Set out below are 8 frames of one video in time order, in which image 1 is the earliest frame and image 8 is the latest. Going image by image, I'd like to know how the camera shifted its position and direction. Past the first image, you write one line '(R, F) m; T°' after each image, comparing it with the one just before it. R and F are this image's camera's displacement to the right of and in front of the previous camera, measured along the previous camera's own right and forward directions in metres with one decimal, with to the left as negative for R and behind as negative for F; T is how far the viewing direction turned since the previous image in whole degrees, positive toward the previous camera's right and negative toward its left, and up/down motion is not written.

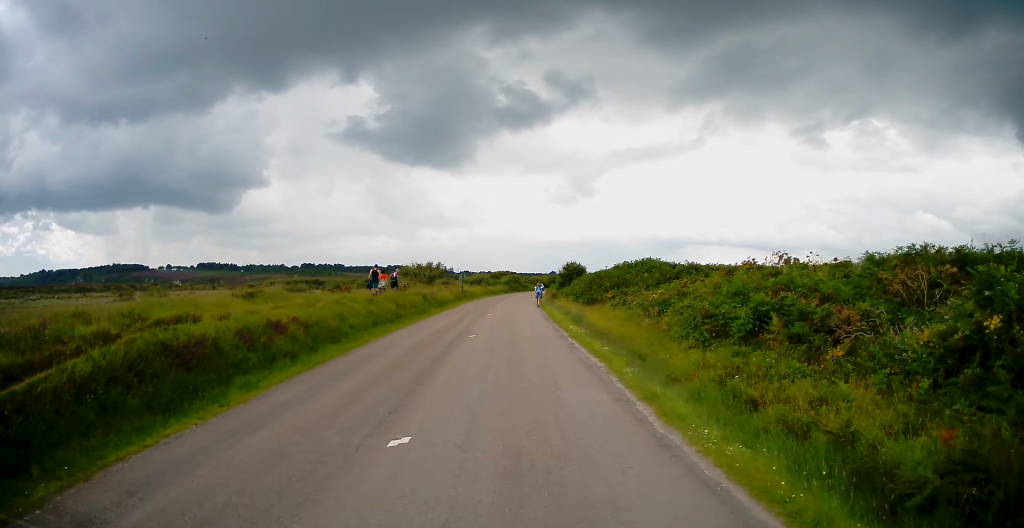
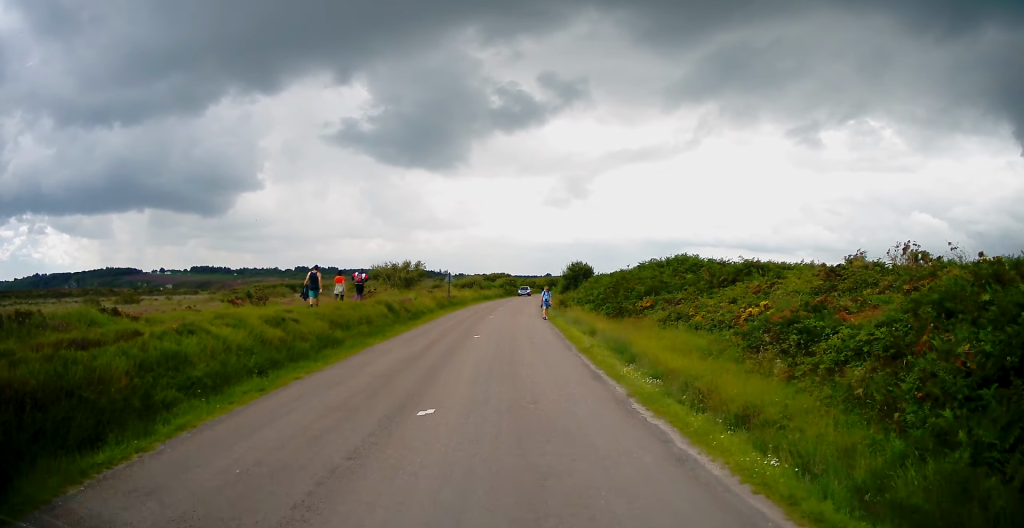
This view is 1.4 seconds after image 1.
(+0.5, +10.8) m; +3°
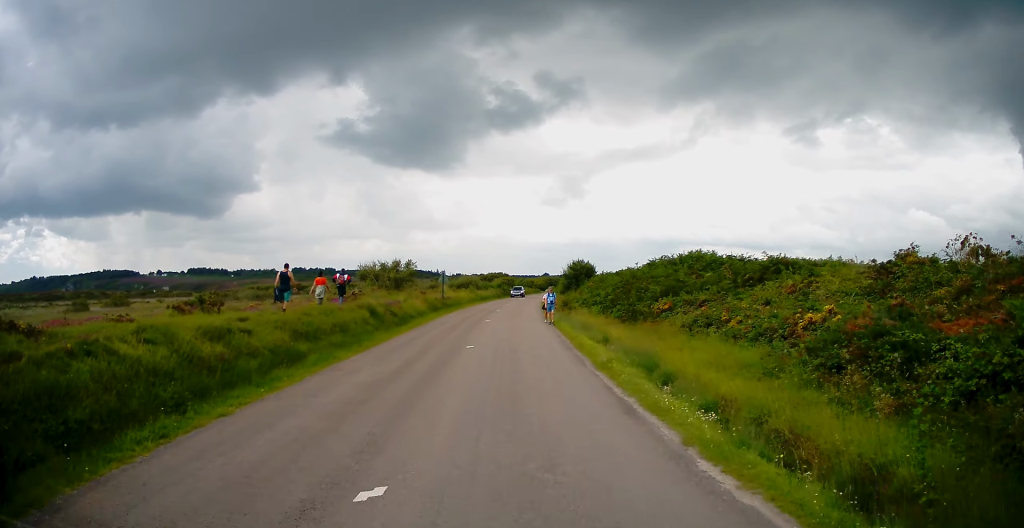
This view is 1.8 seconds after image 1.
(0.0, +3.5) m; 0°
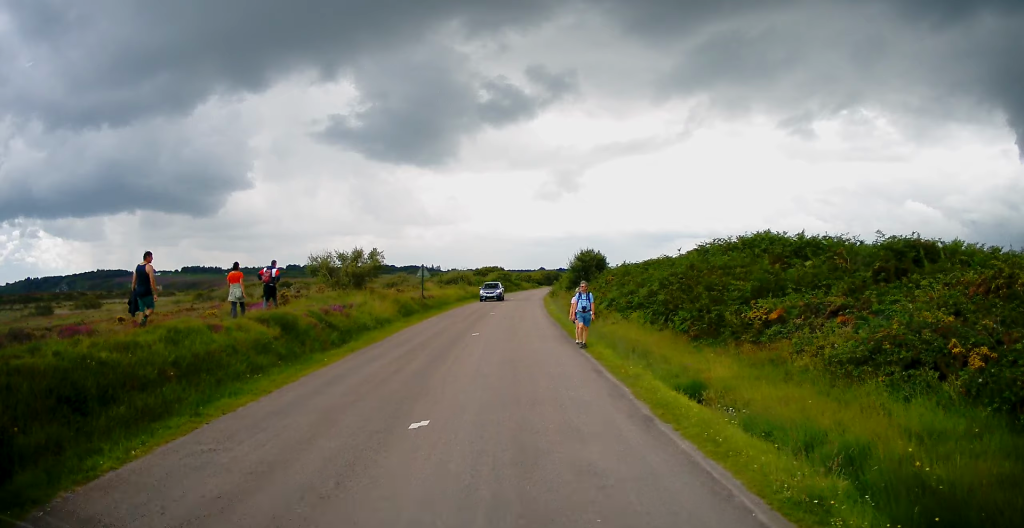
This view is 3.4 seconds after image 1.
(0.0, +10.8) m; 0°
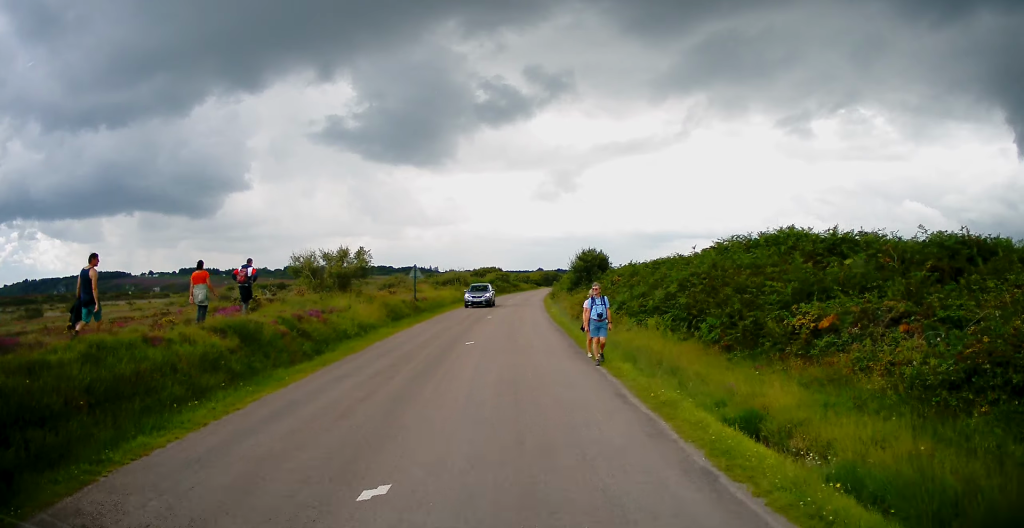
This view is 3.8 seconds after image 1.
(0.0, +2.7) m; 0°
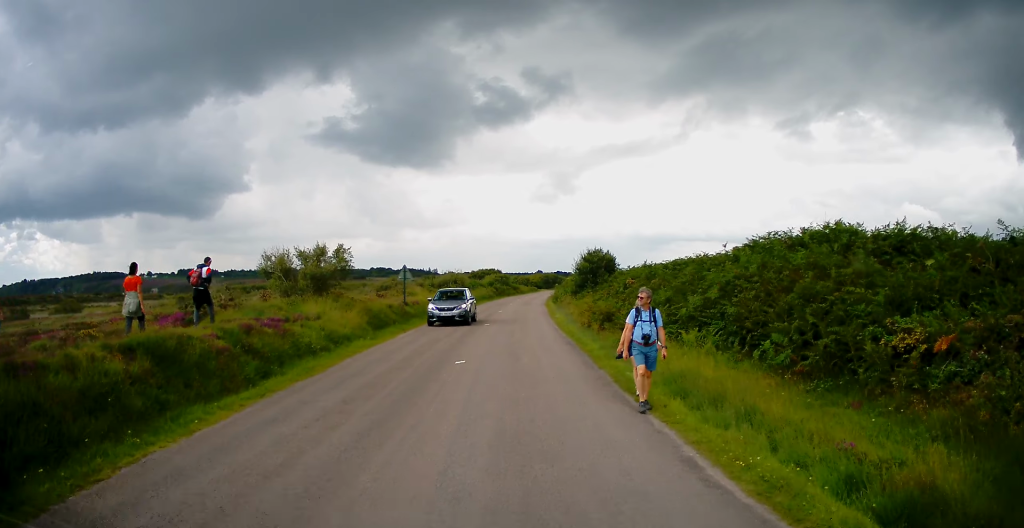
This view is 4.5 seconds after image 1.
(0.0, +3.9) m; 0°
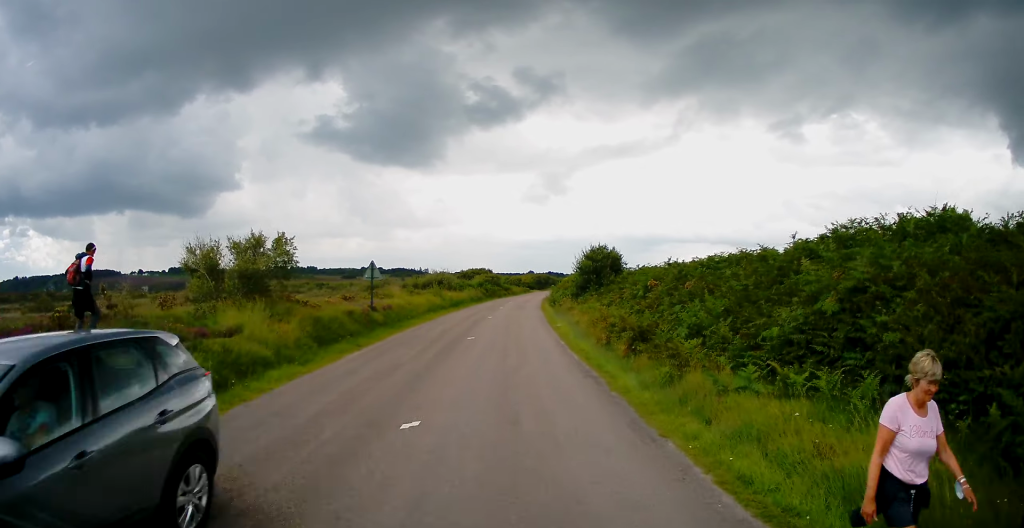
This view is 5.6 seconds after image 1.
(0.0, +6.2) m; +2°
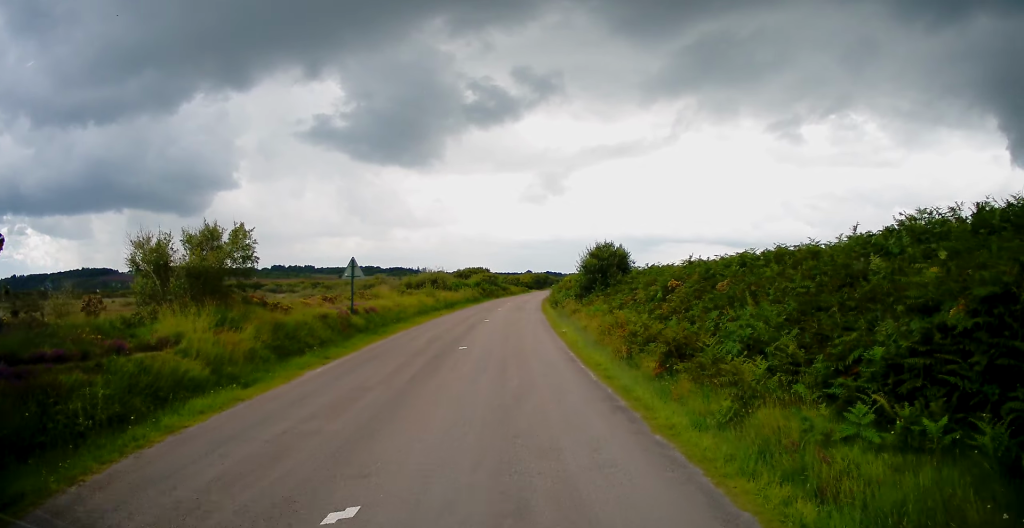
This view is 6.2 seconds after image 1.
(0.0, +3.1) m; +1°
